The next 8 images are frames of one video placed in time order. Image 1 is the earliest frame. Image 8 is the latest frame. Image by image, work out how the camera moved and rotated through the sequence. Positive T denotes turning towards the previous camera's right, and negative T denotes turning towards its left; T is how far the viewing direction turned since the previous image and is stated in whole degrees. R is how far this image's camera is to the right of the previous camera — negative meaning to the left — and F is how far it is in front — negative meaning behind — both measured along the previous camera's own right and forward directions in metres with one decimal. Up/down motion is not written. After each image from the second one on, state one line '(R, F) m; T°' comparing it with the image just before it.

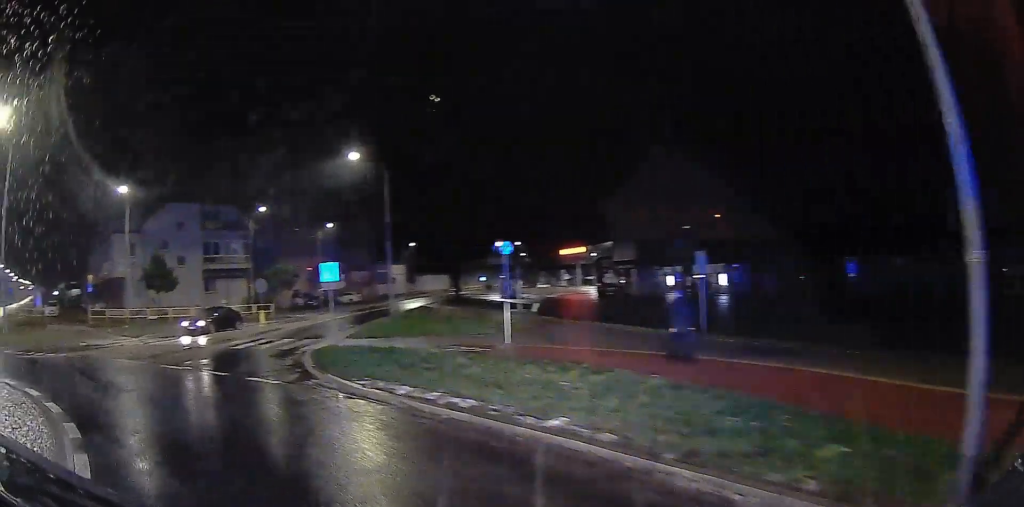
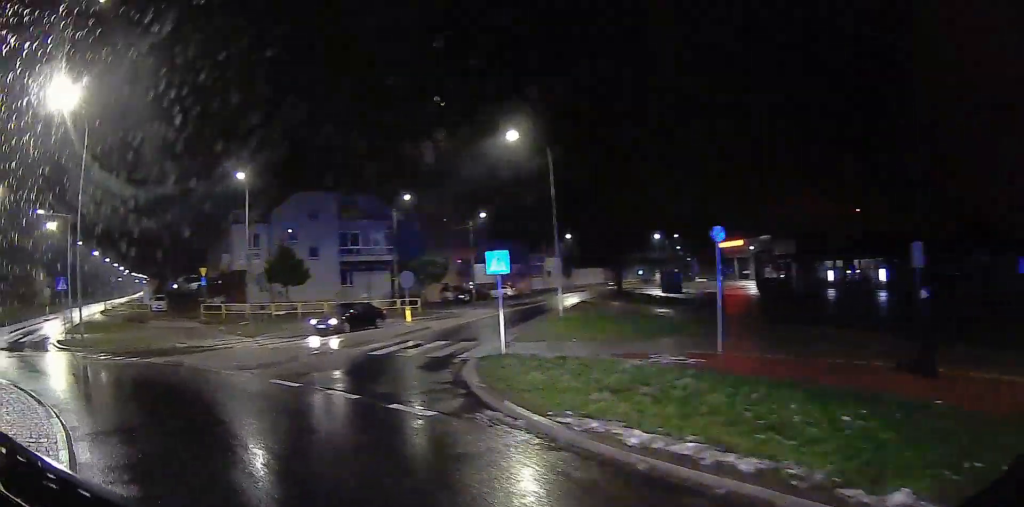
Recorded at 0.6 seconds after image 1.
(-0.7, +3.0) m; -13°
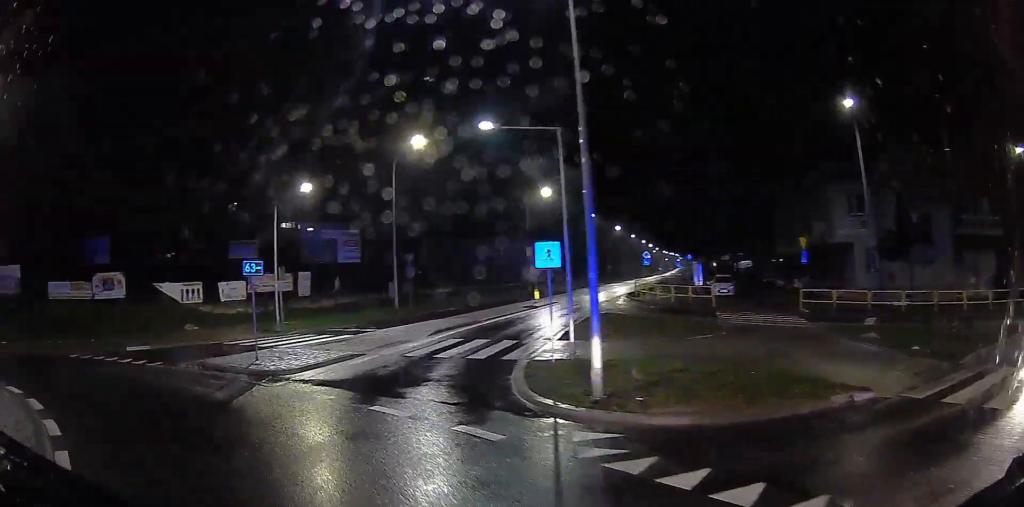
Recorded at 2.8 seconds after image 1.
(-1.0, +12.4) m; -13°
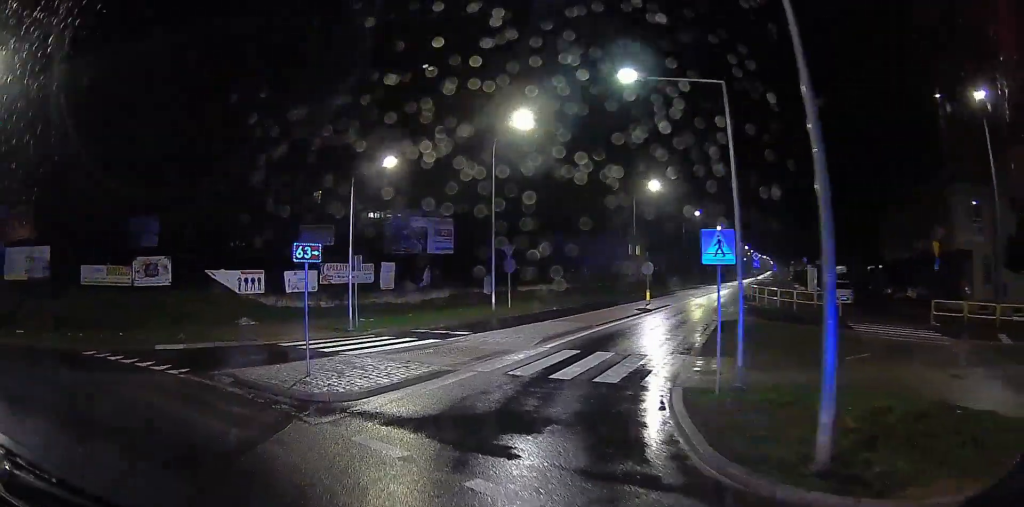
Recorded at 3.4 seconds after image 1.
(0.0, +3.3) m; -7°
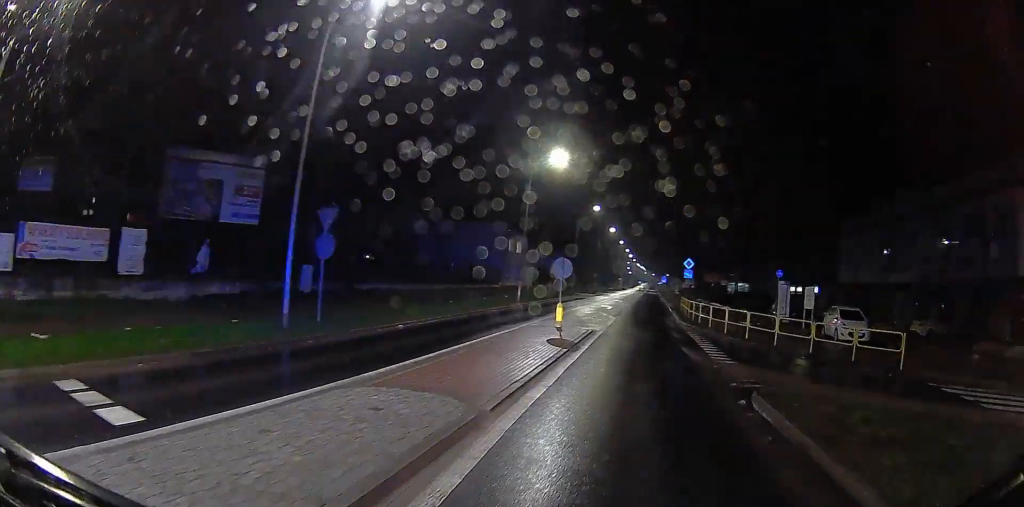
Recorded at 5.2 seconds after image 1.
(-2.0, +11.8) m; -10°
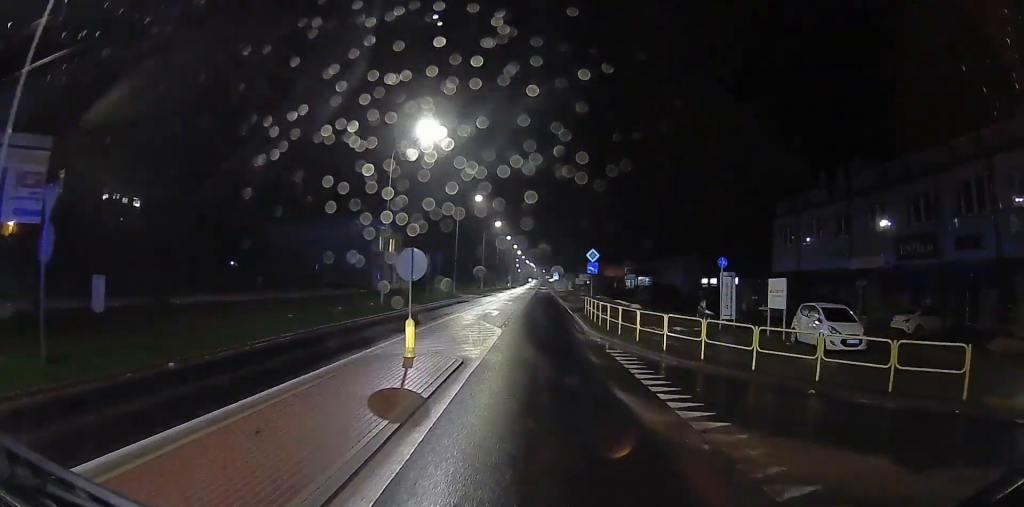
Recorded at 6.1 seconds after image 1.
(0.0, +7.3) m; +10°
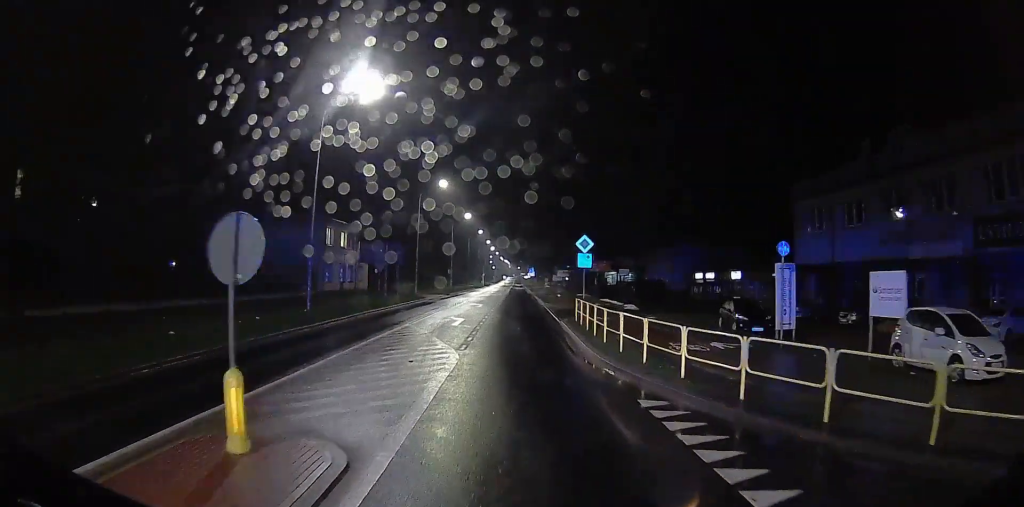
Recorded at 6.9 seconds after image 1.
(+1.1, +6.9) m; +7°
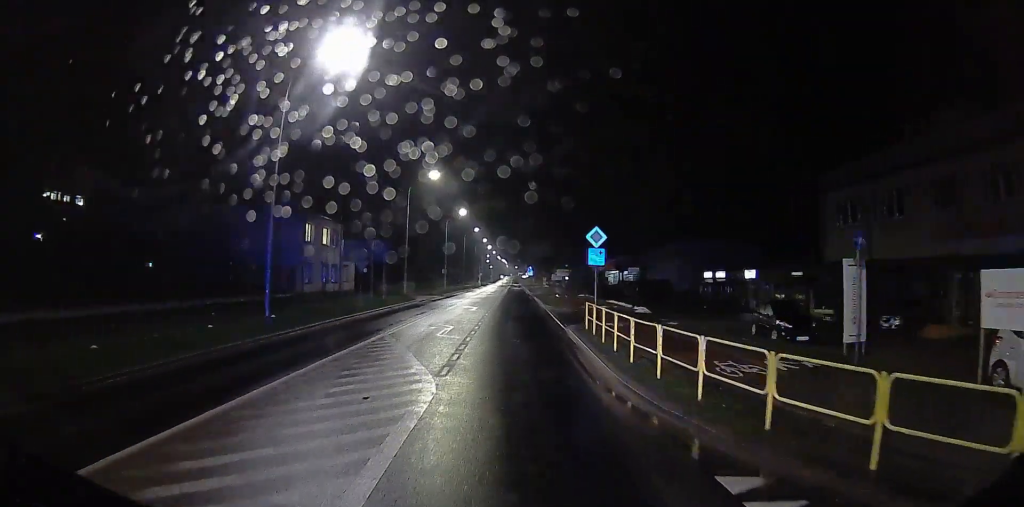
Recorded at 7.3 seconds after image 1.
(+0.3, +3.6) m; +2°
